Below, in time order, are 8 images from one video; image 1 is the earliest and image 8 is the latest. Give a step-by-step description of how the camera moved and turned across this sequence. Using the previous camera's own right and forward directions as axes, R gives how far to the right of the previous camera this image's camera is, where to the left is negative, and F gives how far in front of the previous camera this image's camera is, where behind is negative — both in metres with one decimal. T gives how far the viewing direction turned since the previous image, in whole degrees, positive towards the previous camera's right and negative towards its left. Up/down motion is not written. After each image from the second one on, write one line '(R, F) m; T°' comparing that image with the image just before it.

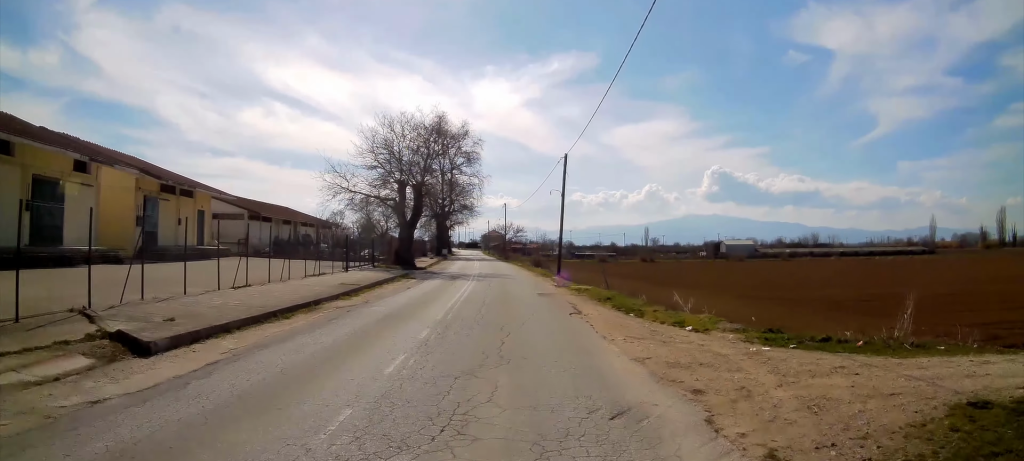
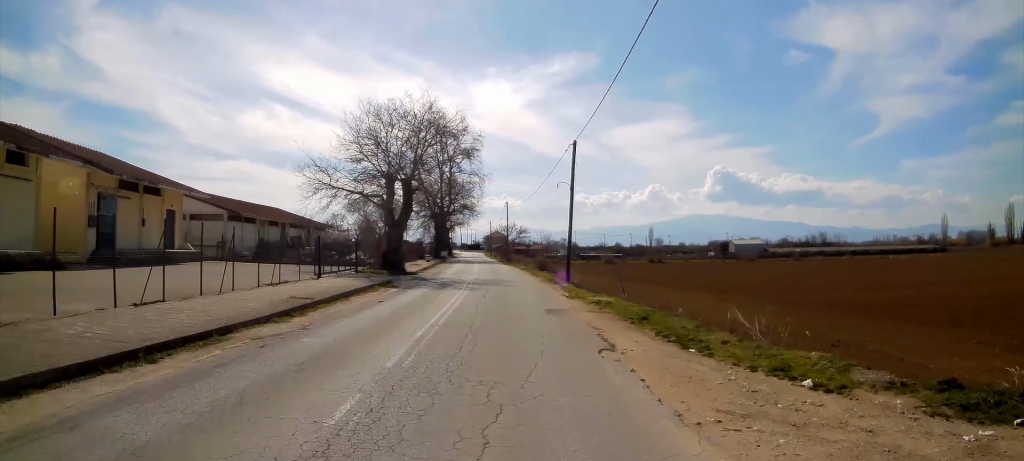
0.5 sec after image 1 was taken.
(-0.2, +4.9) m; 0°
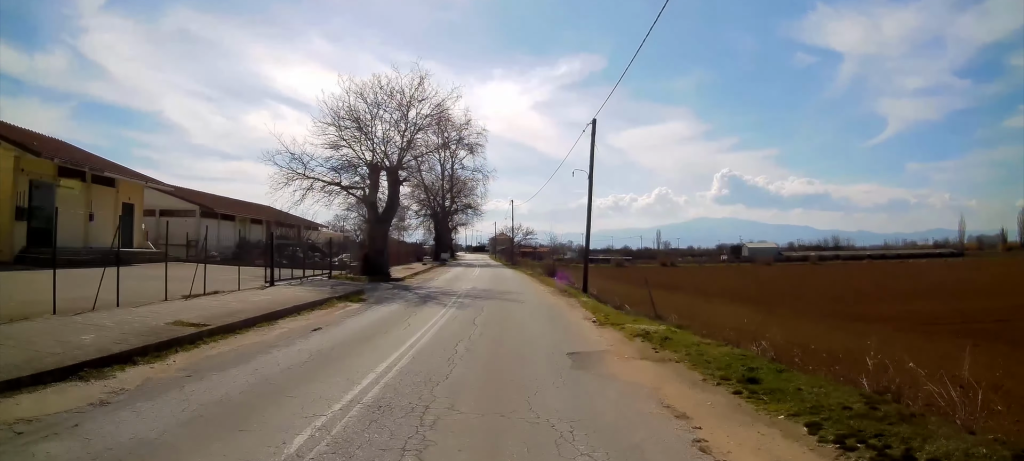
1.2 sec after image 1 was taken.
(0.0, +5.9) m; 0°
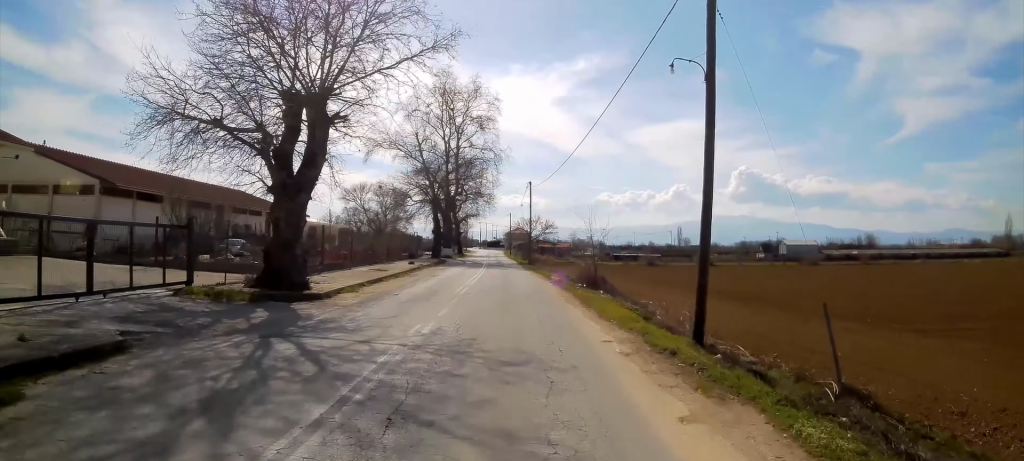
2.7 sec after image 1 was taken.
(-0.3, +14.8) m; -3°
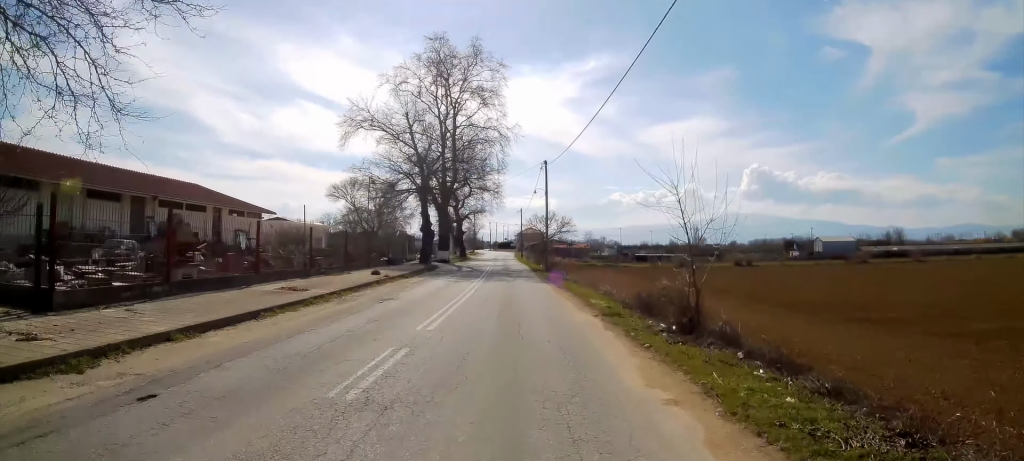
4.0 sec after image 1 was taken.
(0.0, +14.0) m; 0°
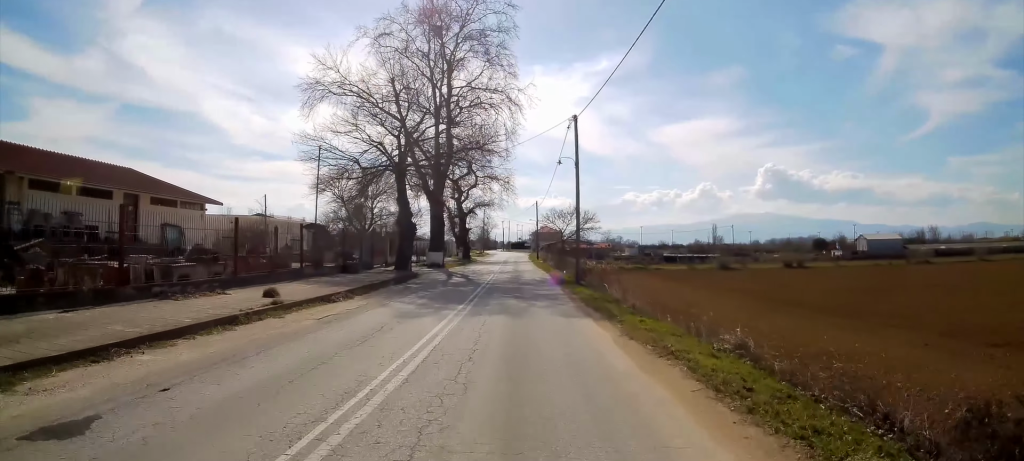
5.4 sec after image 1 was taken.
(-0.2, +14.6) m; -1°
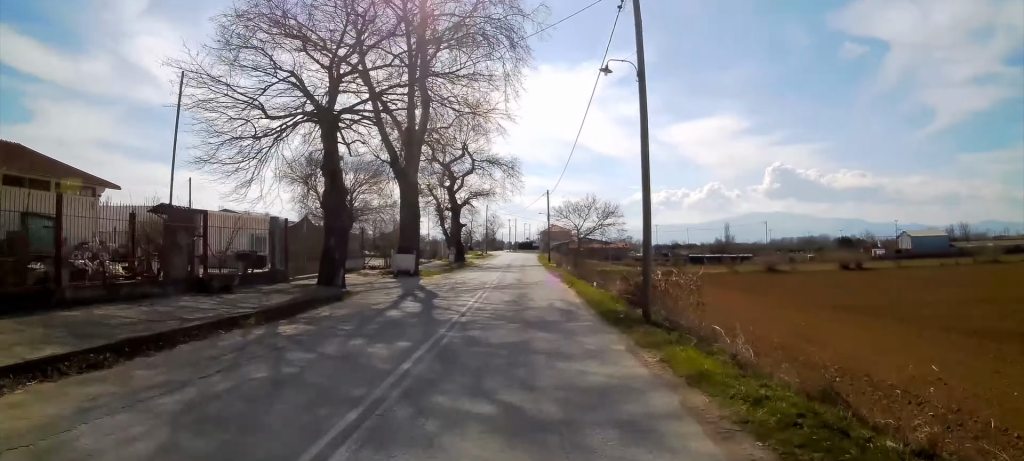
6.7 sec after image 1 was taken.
(0.0, +14.0) m; -1°
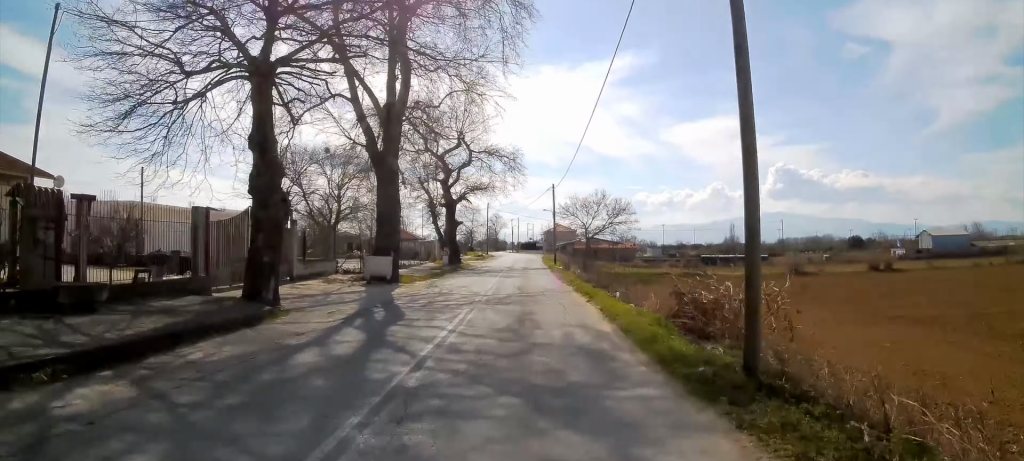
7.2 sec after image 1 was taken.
(-0.1, +5.9) m; 0°
